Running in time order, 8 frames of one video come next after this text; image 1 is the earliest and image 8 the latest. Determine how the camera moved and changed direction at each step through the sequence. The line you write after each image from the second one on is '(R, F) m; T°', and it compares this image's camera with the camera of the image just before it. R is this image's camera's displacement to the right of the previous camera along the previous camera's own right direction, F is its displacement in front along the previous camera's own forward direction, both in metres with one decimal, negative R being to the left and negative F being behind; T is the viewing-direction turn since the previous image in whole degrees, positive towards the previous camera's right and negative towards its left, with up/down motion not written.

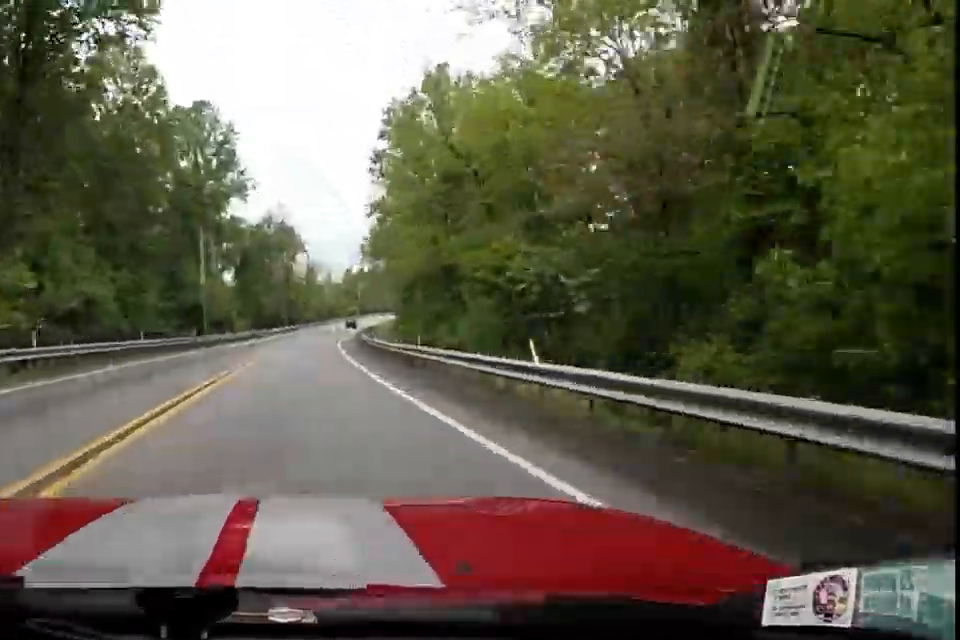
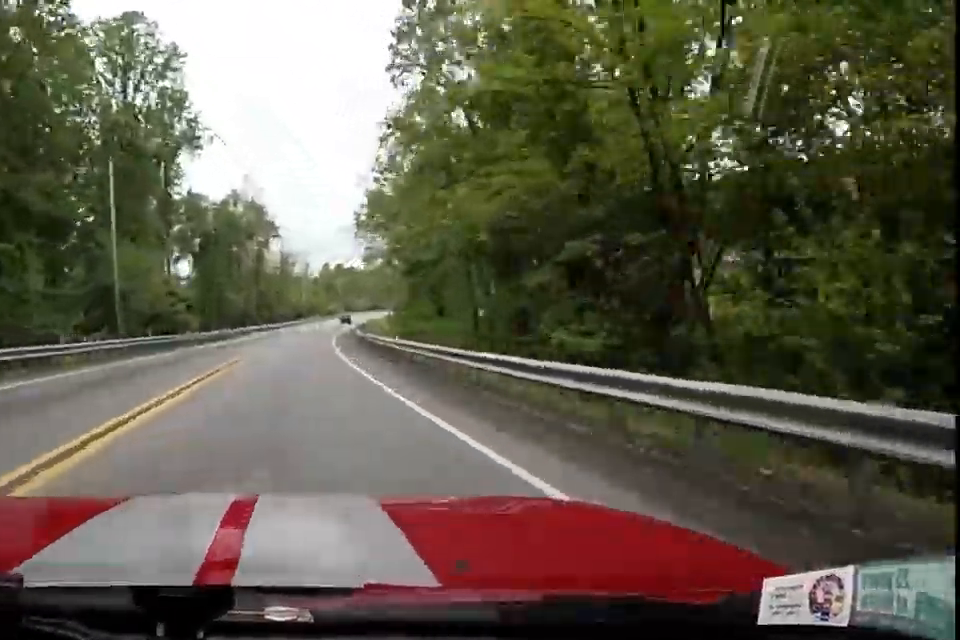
(-0.2, +19.2) m; -1°
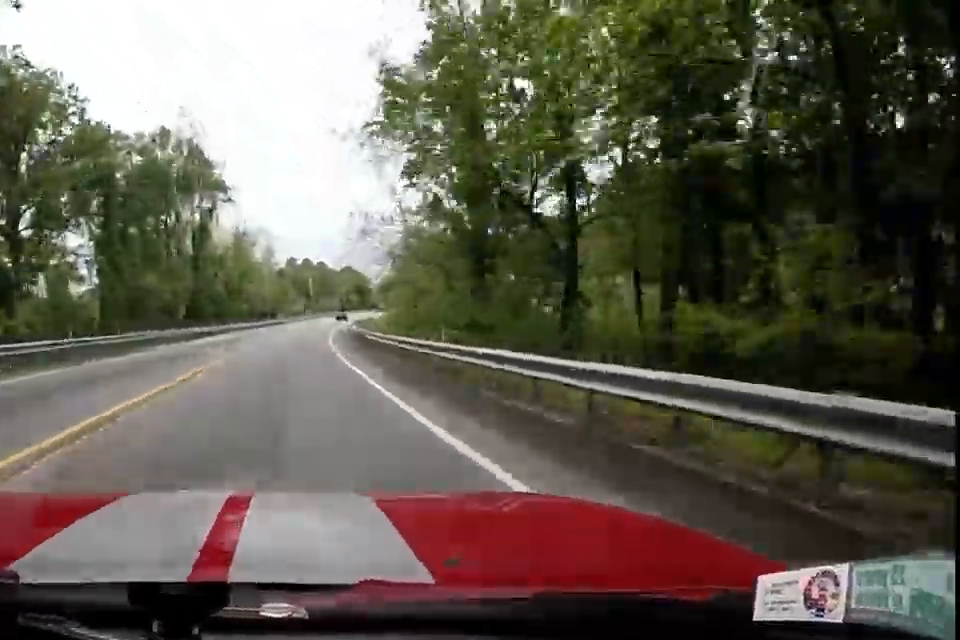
(-0.1, +31.4) m; +4°
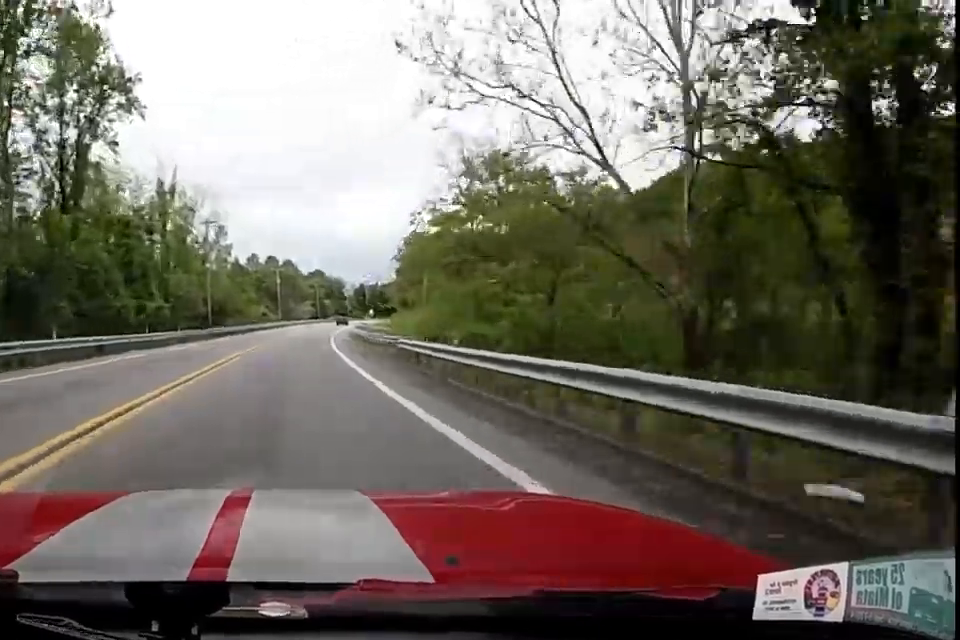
(+3.2, +34.1) m; +9°
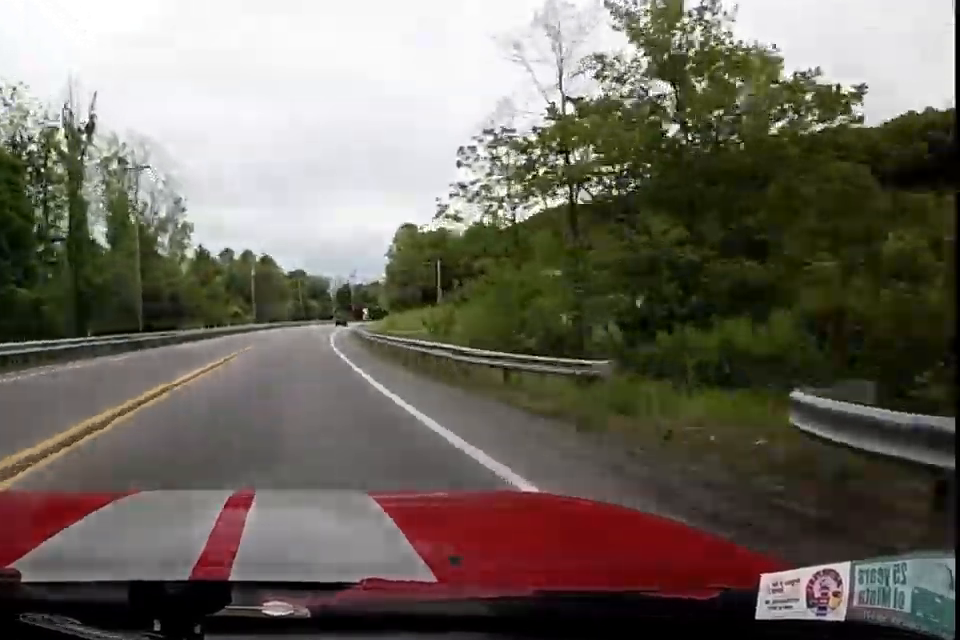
(+1.1, +18.8) m; +3°
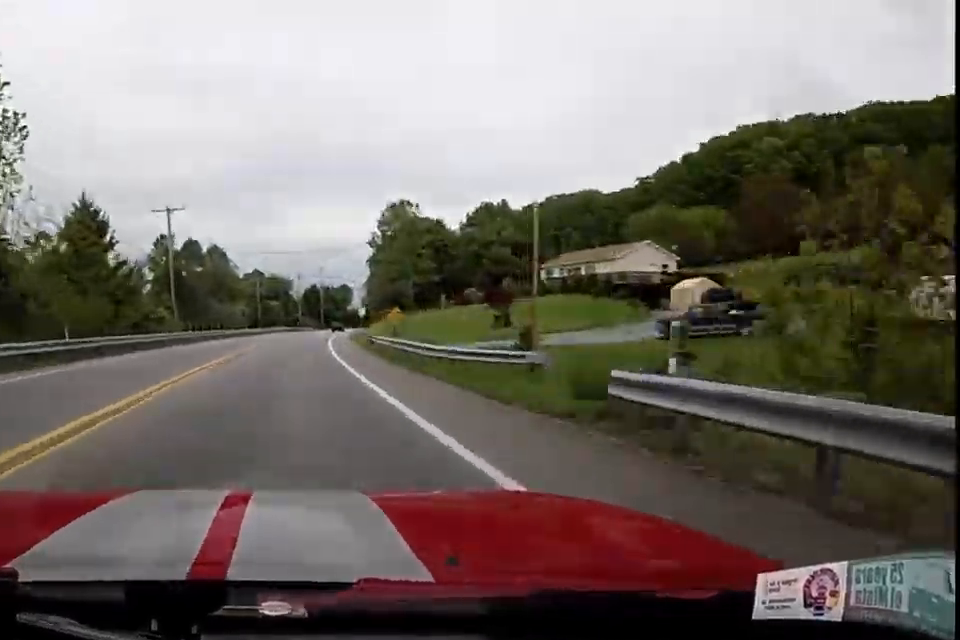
(+0.8, +34.6) m; +5°
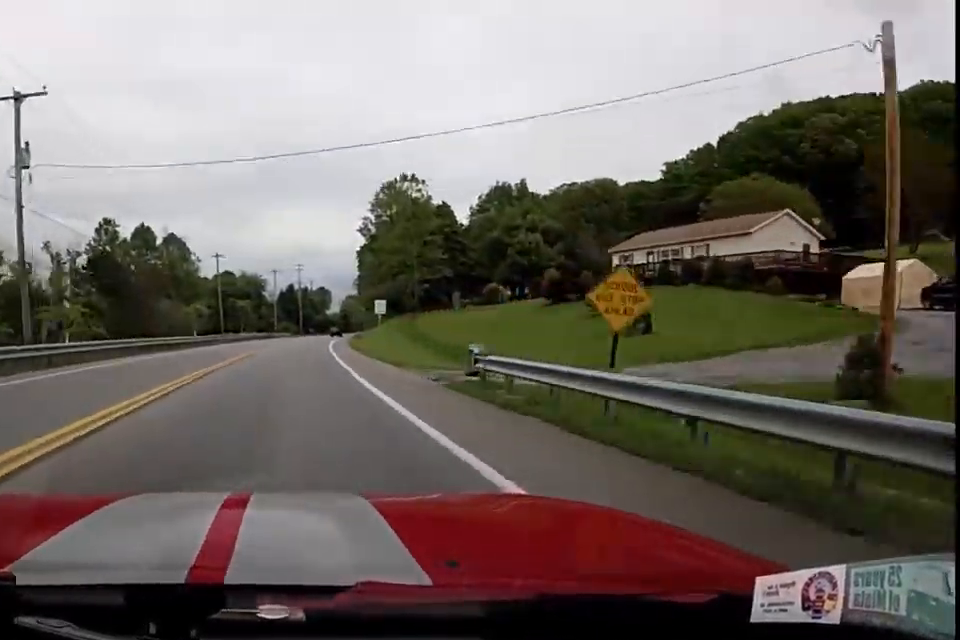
(+1.3, +22.3) m; +3°
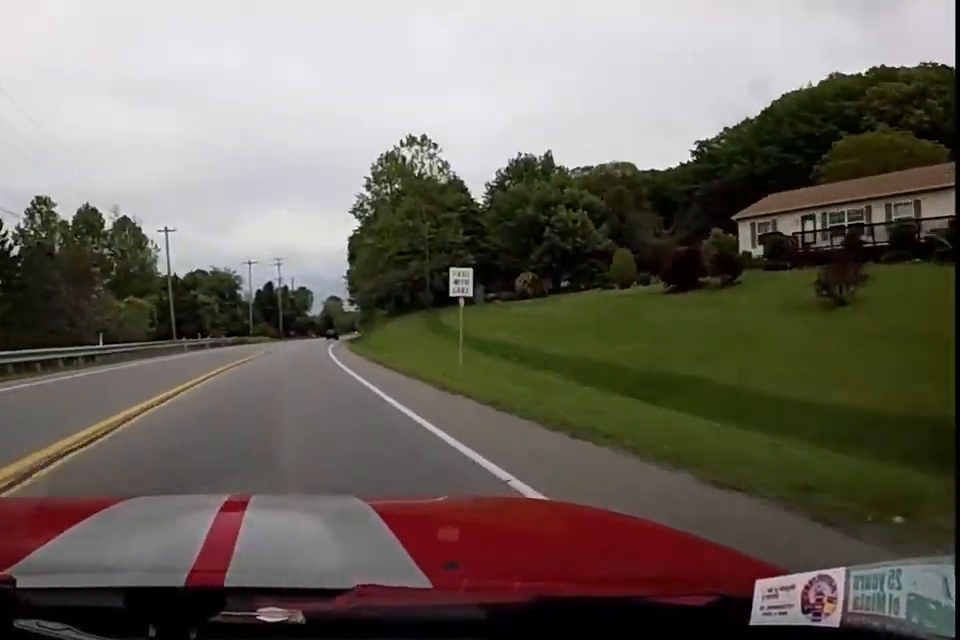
(+0.1, +18.4) m; 0°
